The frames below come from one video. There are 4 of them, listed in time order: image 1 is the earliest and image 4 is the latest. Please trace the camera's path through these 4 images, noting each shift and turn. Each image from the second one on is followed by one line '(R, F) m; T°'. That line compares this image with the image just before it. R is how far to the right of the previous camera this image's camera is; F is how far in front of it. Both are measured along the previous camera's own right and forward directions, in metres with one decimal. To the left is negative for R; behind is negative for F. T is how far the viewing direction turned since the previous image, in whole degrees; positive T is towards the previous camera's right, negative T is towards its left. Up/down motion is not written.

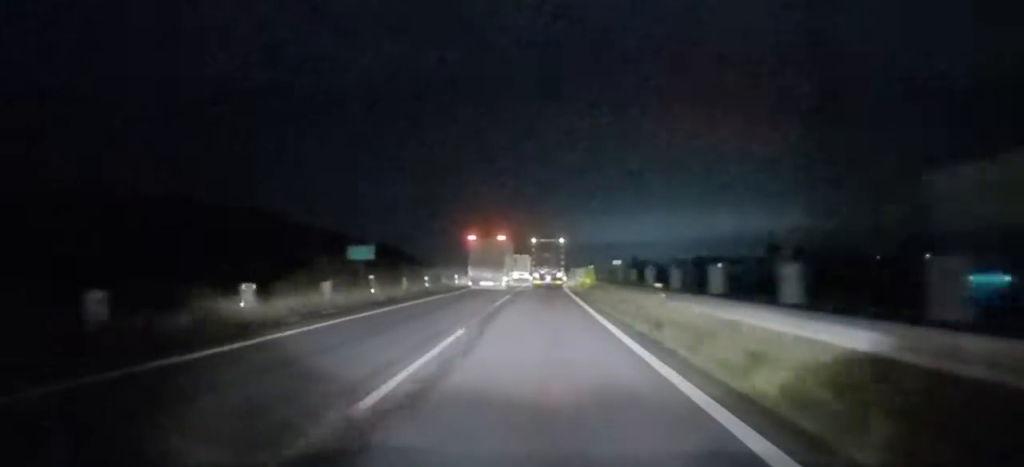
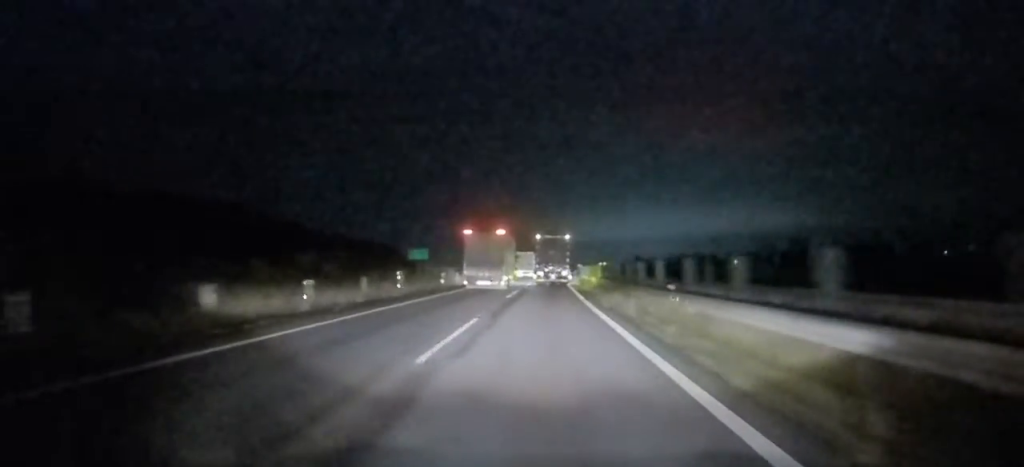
(+2.7, +35.9) m; +5°
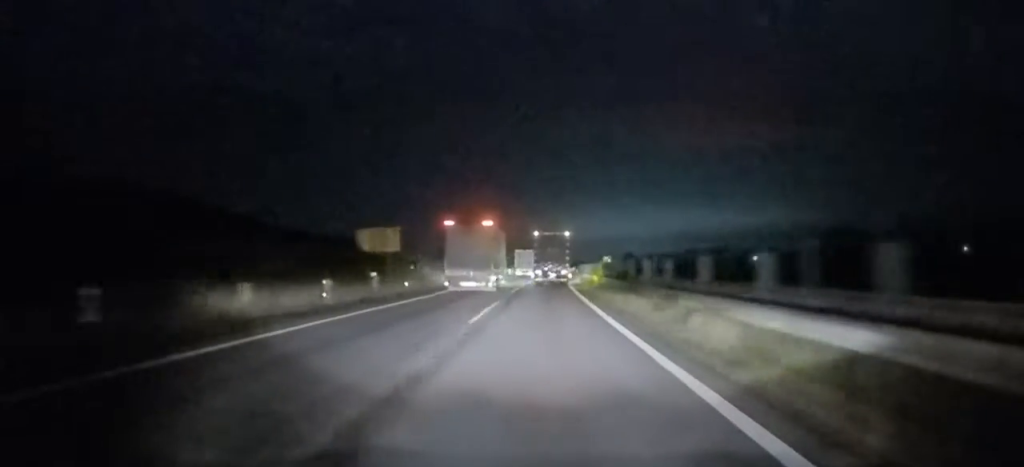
(+1.0, +53.9) m; +2°
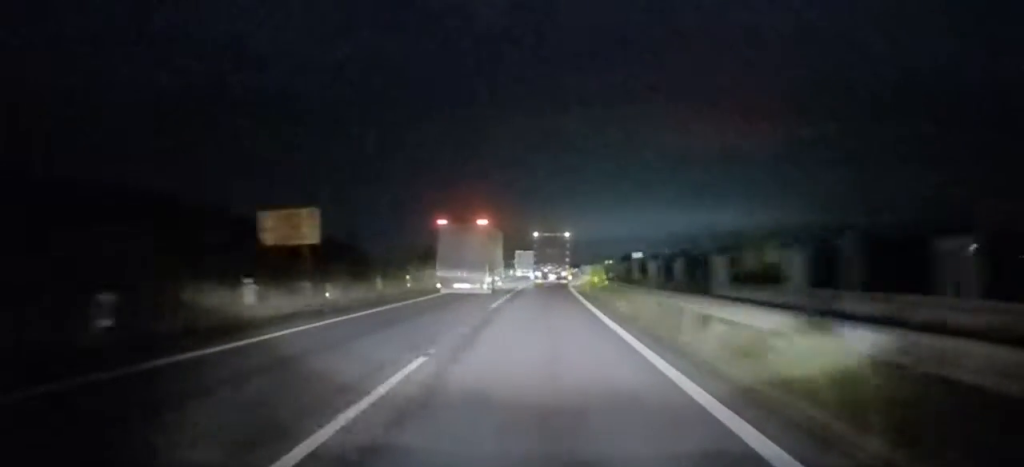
(0.0, +13.7) m; 0°
